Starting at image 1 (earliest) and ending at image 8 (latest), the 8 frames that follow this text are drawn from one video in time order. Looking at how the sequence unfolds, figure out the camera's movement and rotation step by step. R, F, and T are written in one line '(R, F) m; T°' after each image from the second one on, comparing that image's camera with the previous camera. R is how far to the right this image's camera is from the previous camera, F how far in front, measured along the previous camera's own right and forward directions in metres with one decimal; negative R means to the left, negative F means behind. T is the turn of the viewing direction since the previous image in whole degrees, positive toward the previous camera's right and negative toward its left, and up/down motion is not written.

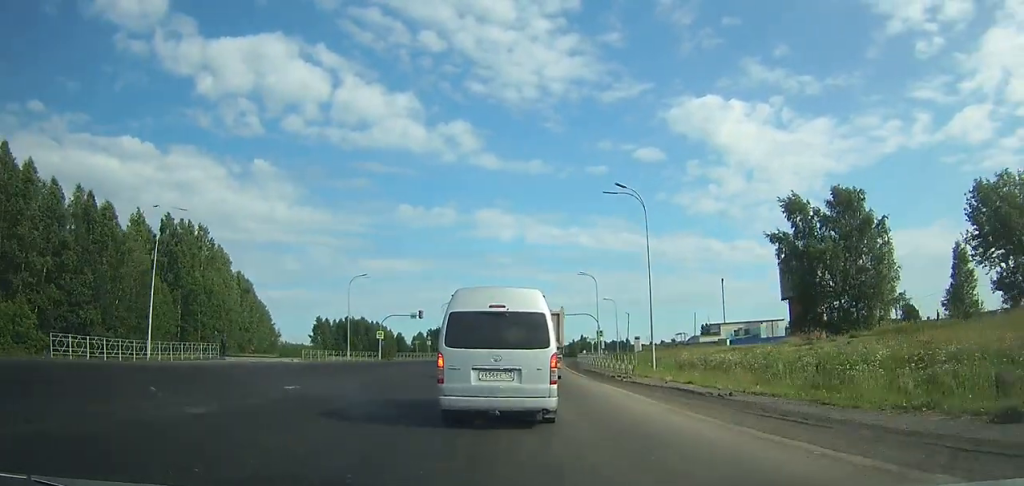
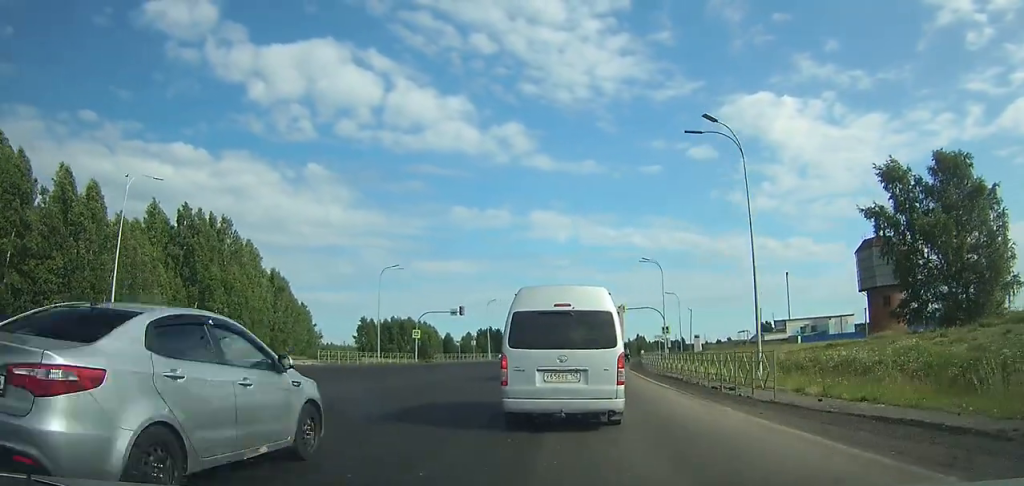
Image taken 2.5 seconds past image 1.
(-0.1, +12.0) m; -3°
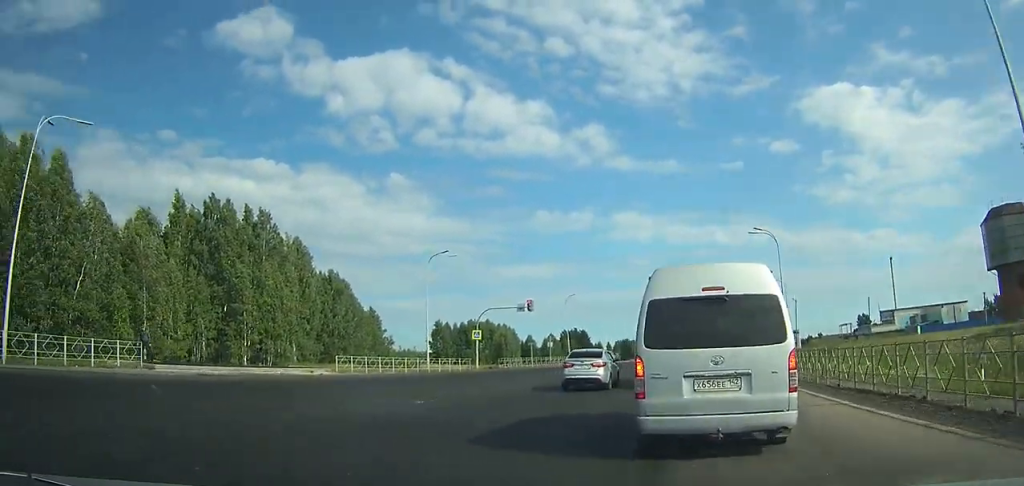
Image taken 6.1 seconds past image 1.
(-0.7, +13.3) m; -3°
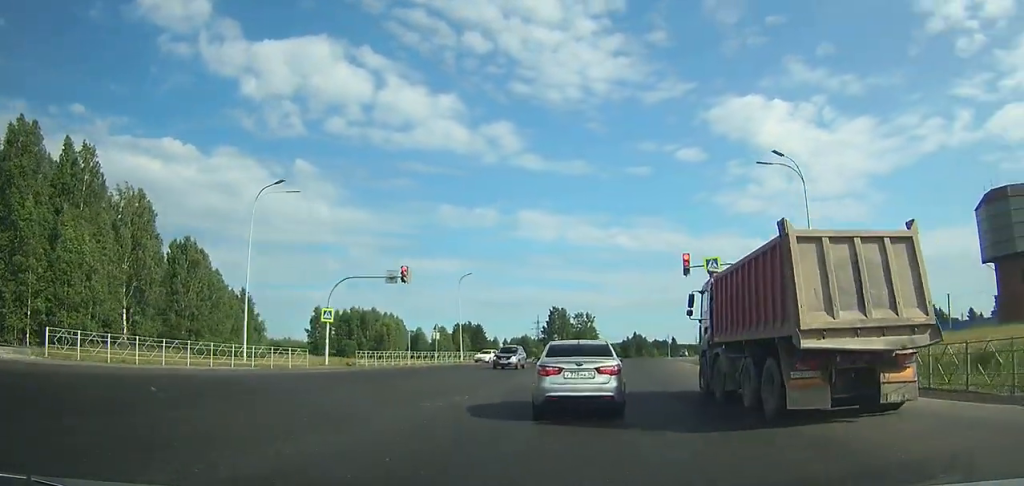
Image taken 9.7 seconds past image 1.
(+0.2, +10.1) m; +2°
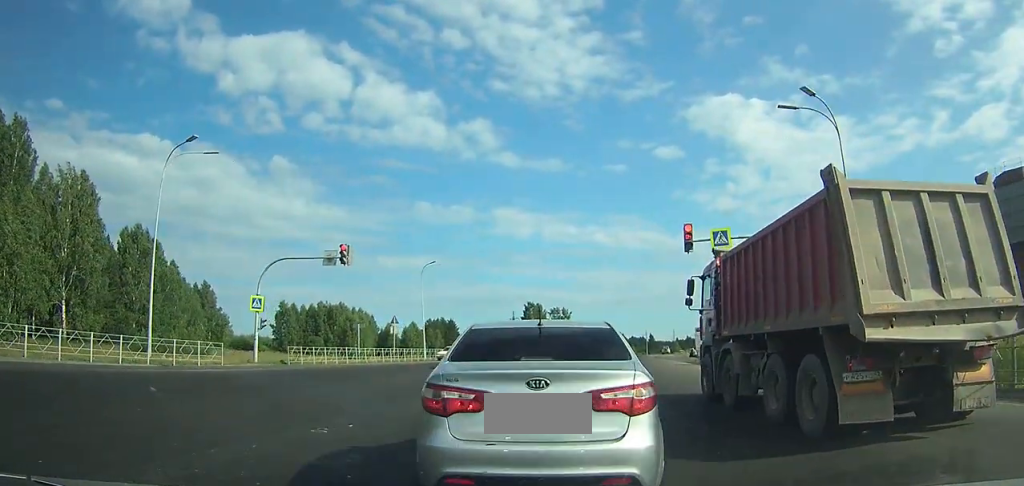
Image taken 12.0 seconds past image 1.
(0.0, +4.0) m; +3°
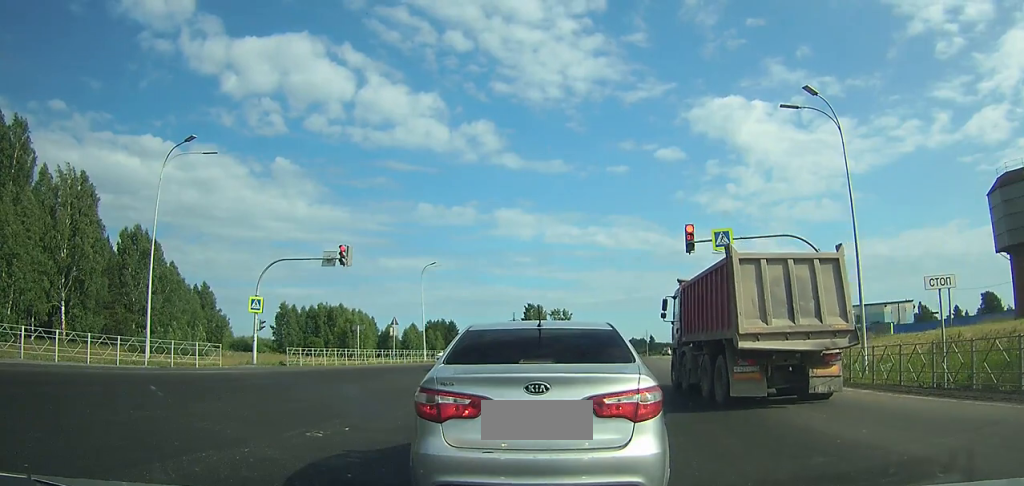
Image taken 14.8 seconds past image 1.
(+0.2, +4.3) m; +3°
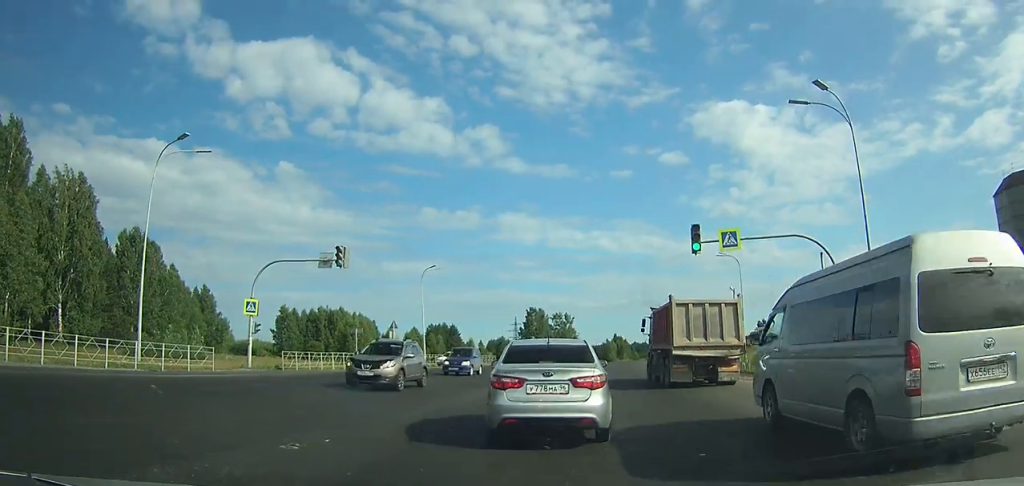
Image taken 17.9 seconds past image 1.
(+0.1, +6.6) m; +2°
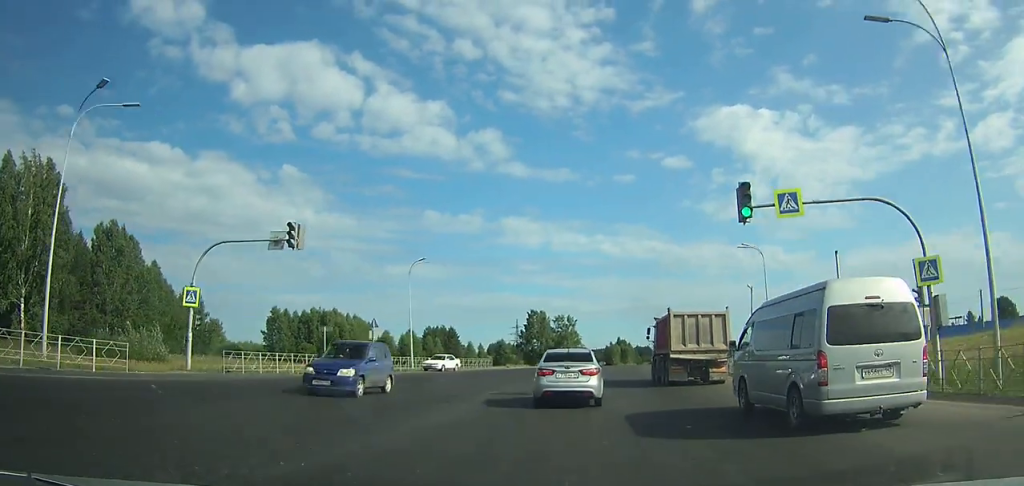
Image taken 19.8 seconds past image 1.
(0.0, +8.1) m; +1°
